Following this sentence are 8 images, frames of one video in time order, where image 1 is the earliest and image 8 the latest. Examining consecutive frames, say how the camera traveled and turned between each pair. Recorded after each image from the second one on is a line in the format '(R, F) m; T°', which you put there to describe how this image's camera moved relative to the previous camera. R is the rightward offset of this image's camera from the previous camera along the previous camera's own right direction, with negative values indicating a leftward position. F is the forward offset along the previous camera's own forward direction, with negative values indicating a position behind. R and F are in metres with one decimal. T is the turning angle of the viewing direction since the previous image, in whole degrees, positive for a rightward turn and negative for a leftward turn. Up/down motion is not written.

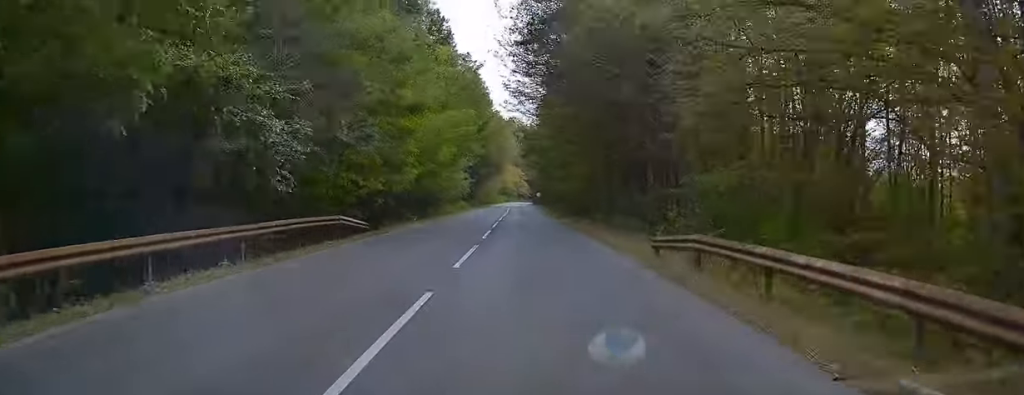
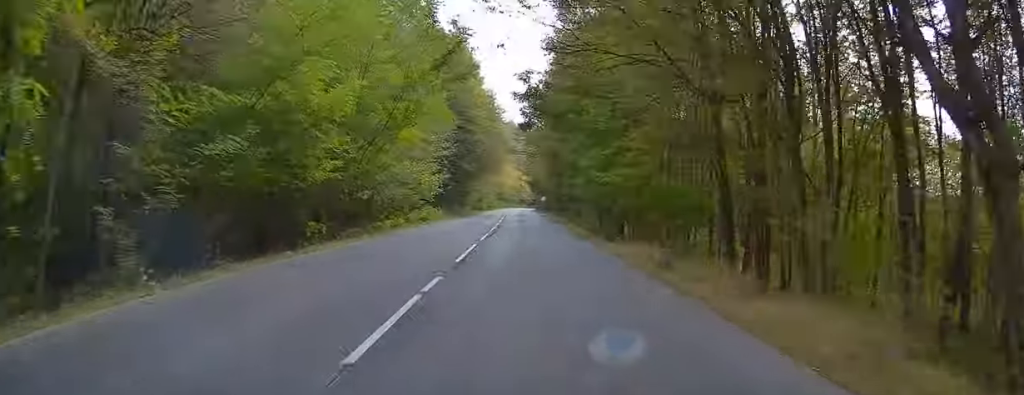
(+0.2, +24.8) m; +1°
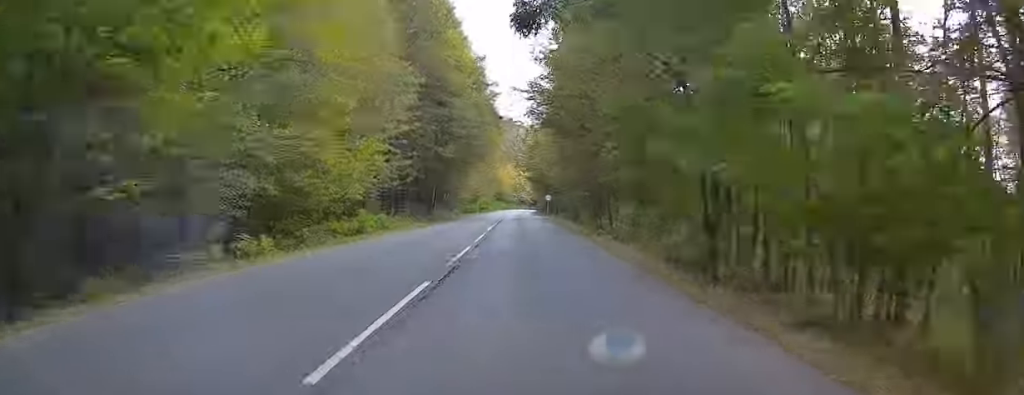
(0.0, +18.0) m; 0°
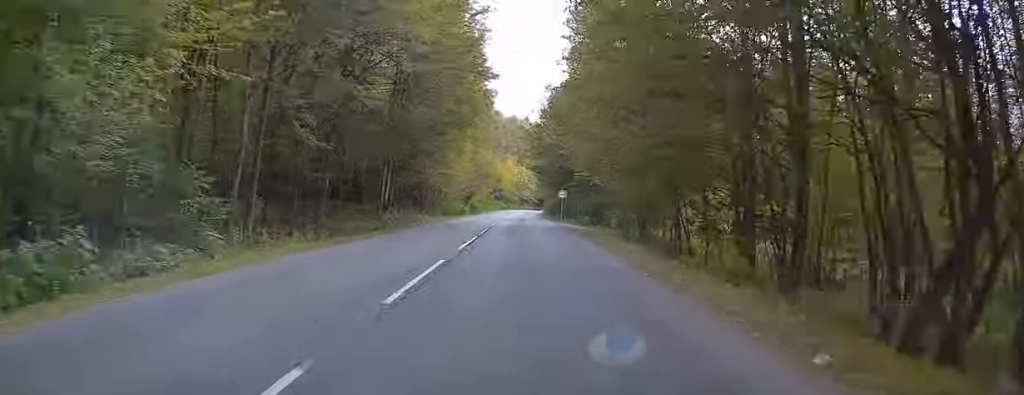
(-0.2, +23.1) m; -1°
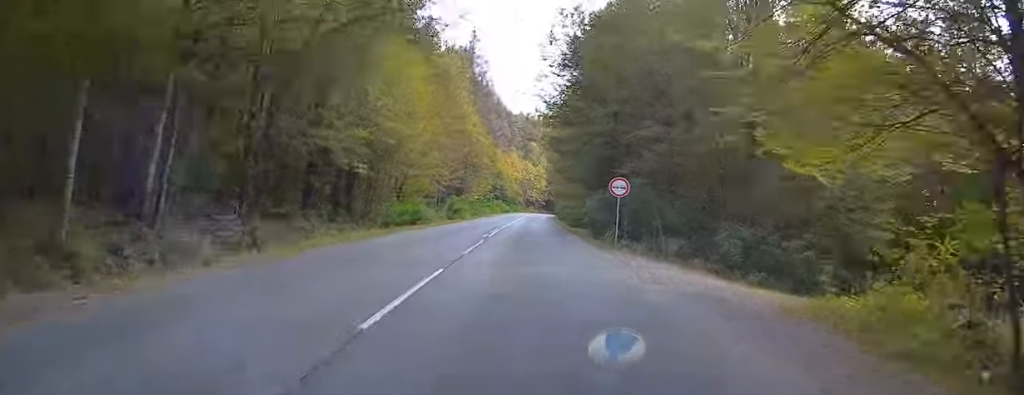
(-0.2, +28.4) m; 0°
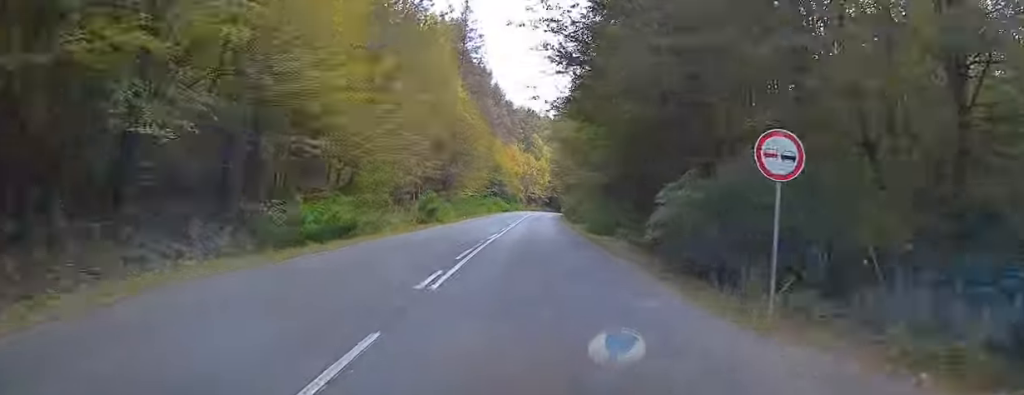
(0.0, +15.1) m; 0°
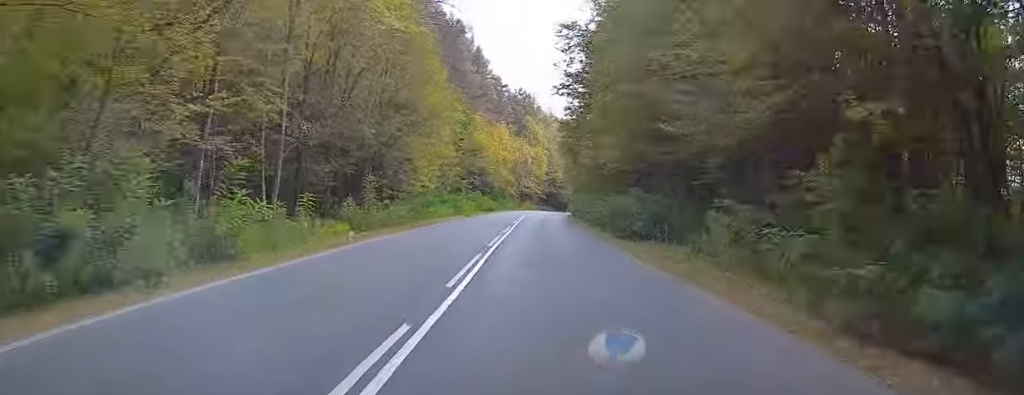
(+0.3, +31.8) m; +1°
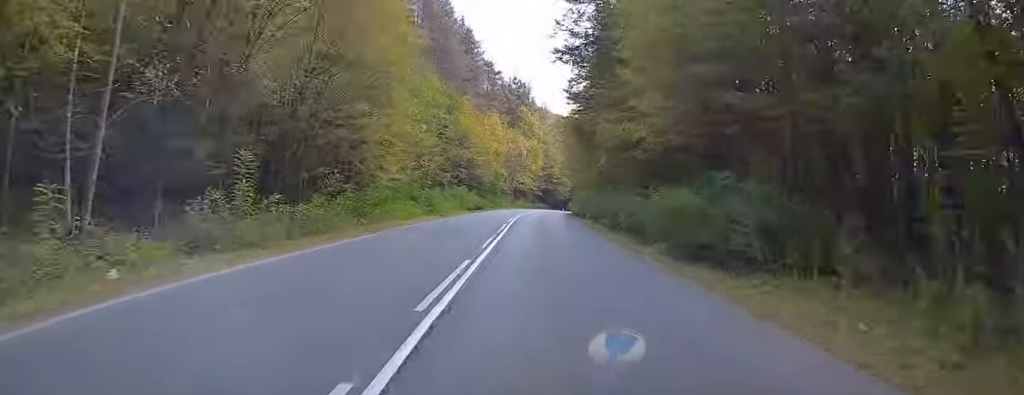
(0.0, +11.4) m; 0°
